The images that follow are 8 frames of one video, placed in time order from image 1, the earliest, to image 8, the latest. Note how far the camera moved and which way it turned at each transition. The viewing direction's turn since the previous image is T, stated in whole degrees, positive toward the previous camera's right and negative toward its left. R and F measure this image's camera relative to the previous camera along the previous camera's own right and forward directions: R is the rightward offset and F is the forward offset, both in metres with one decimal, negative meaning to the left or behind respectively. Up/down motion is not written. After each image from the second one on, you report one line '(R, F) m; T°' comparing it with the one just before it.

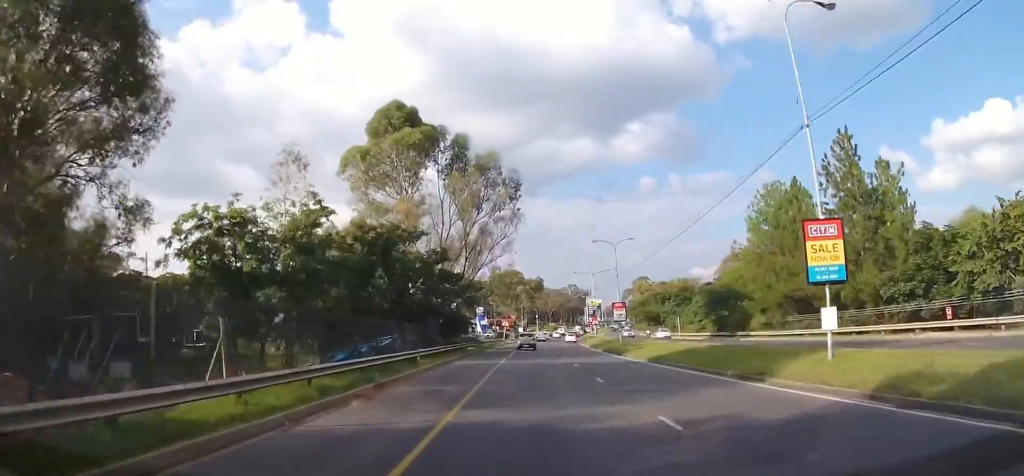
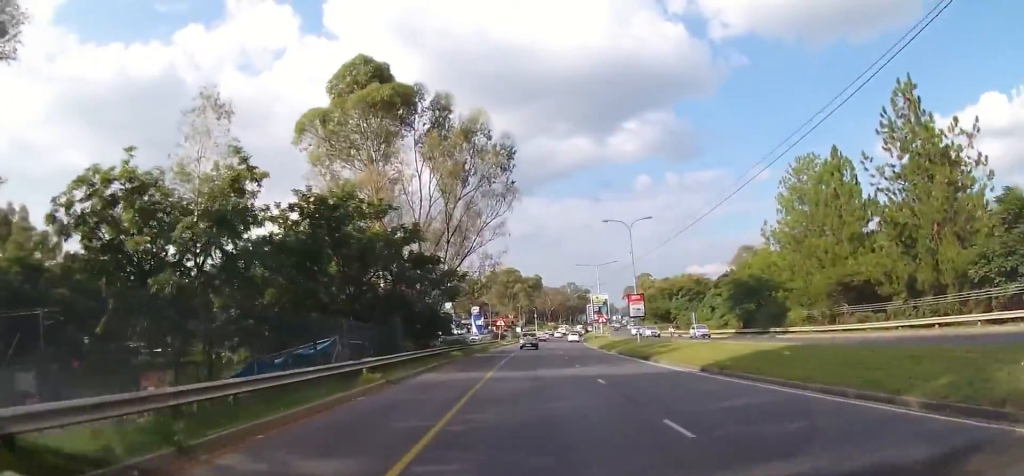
(0.0, +10.3) m; 0°
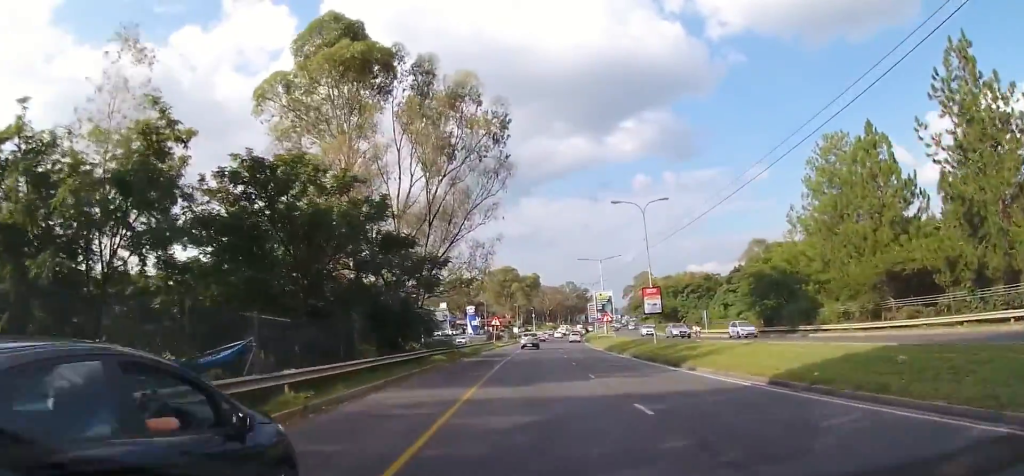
(0.0, +7.0) m; 0°
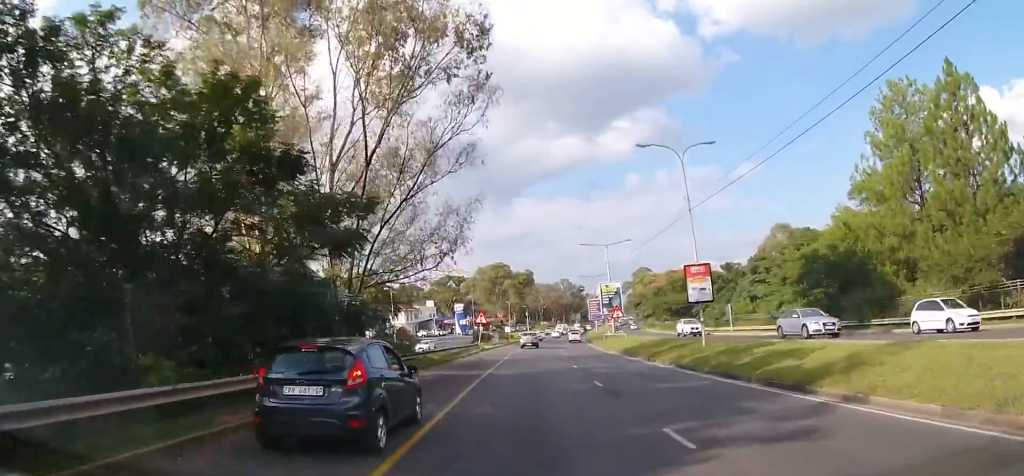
(0.0, +12.9) m; +1°
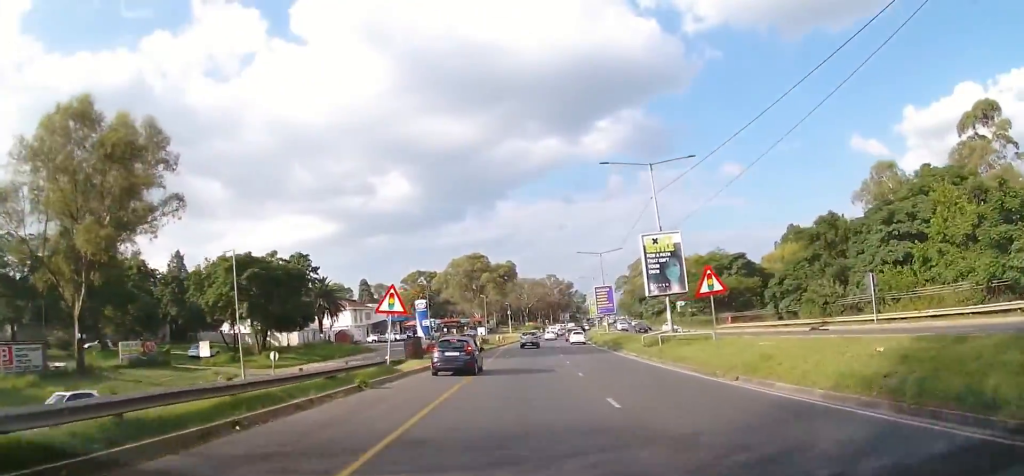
(+1.1, +32.9) m; +3°
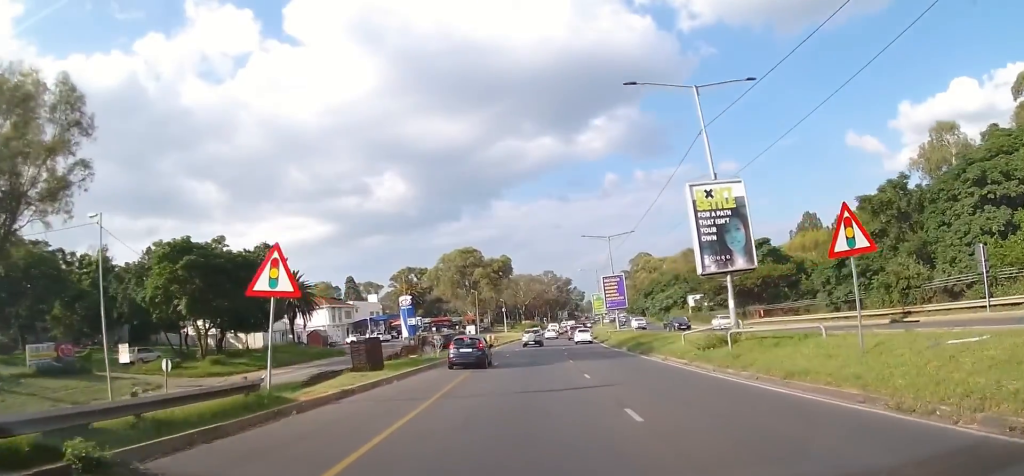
(0.0, +11.1) m; 0°
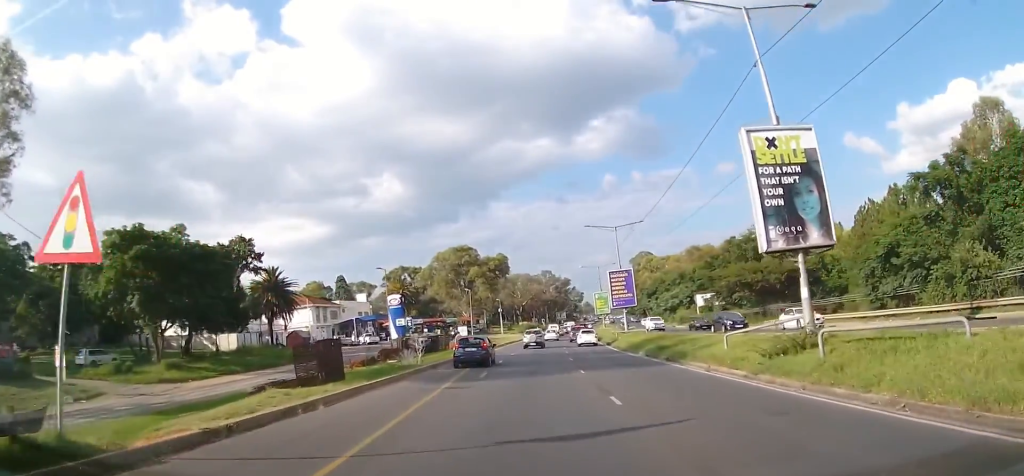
(0.0, +6.6) m; 0°
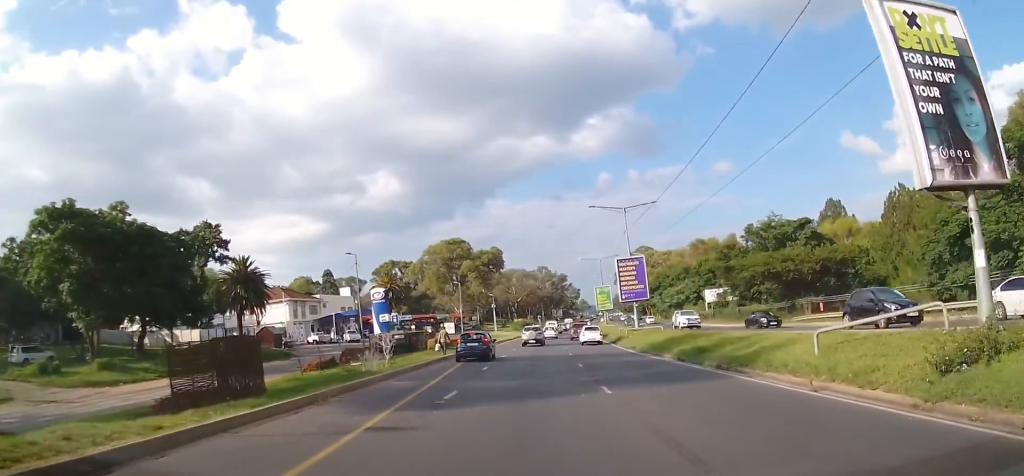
(0.0, +7.8) m; 0°
